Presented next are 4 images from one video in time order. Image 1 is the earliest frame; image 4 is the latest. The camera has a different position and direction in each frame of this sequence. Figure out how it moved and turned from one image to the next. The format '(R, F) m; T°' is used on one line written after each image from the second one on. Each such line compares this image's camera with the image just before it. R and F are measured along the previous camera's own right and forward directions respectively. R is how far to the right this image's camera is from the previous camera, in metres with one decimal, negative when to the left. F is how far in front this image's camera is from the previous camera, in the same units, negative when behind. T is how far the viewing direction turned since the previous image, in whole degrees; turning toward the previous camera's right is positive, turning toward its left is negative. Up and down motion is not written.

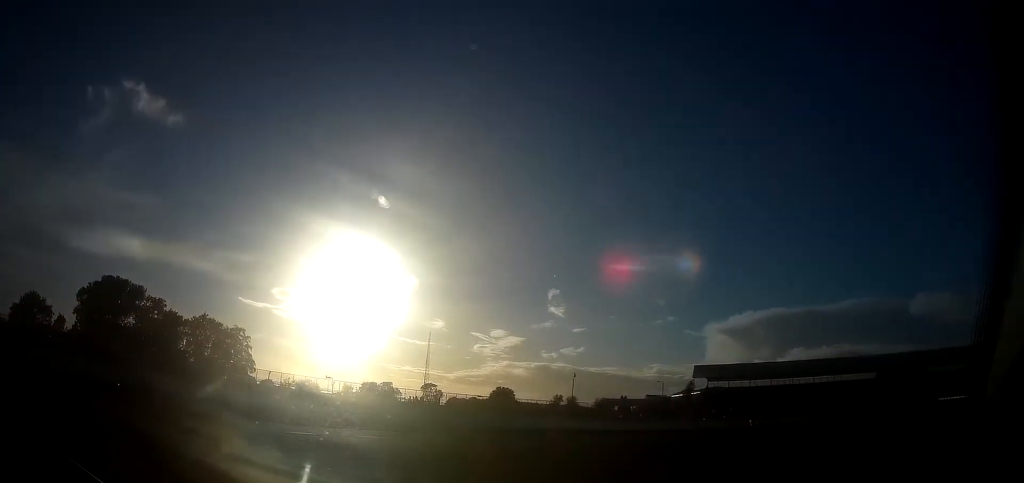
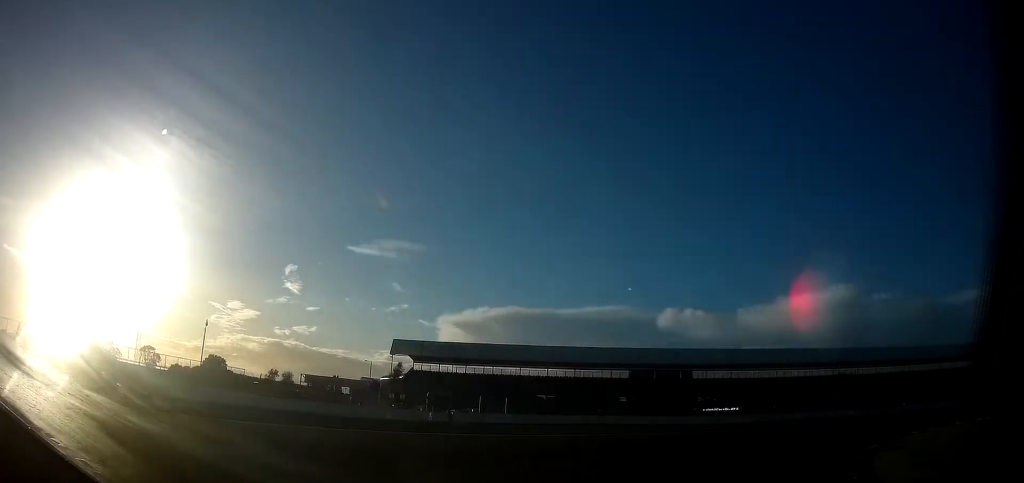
(+3.2, +18.7) m; +36°
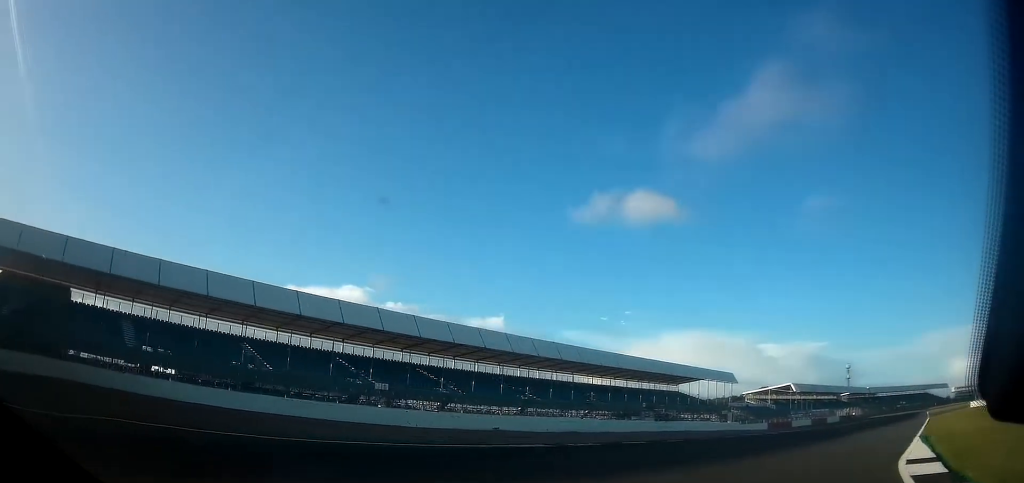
(+25.0, +44.5) m; +44°
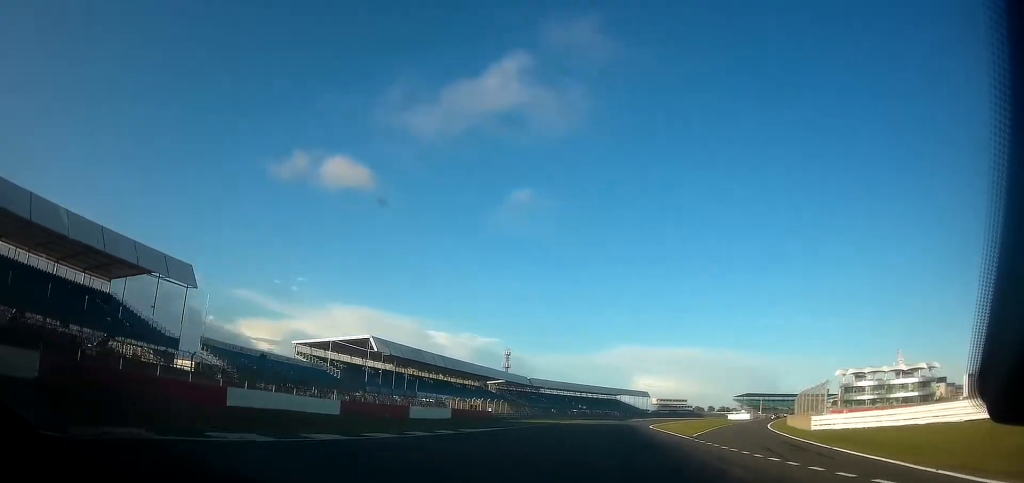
(+20.0, +83.7) m; +21°
